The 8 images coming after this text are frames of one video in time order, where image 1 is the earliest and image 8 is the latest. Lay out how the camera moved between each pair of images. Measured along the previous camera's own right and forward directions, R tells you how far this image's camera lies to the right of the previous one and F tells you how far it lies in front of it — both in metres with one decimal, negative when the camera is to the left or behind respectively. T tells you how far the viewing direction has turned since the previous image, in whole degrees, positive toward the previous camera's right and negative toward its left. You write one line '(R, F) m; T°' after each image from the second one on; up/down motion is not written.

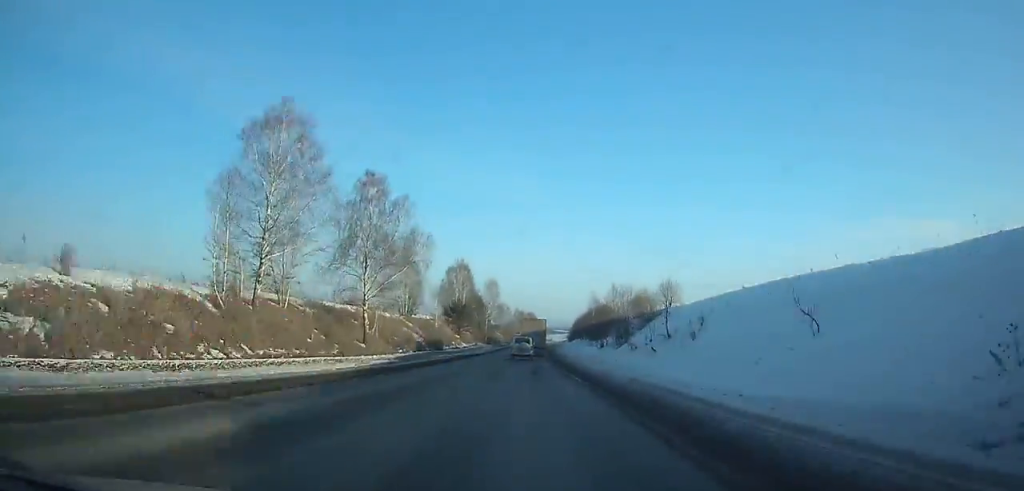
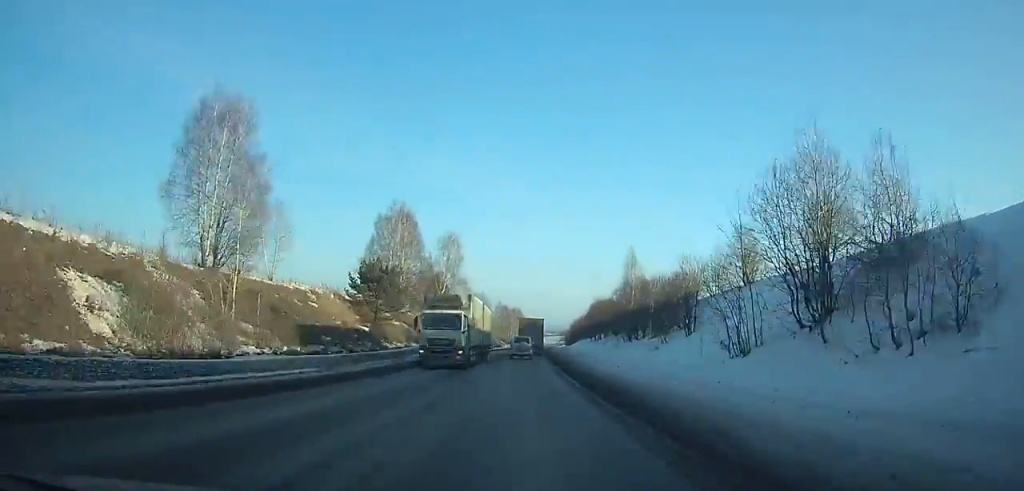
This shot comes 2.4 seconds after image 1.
(+0.7, +60.2) m; +1°
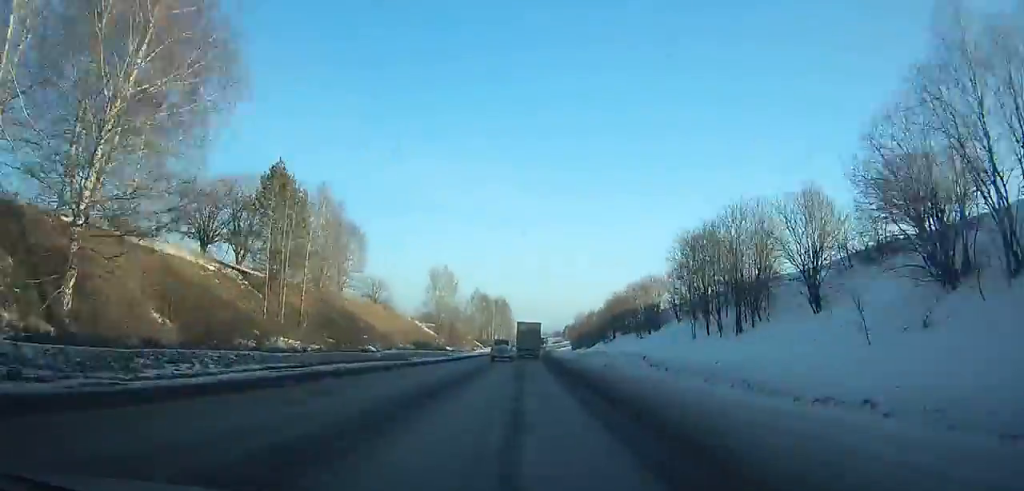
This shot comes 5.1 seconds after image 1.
(+0.7, +67.8) m; +1°
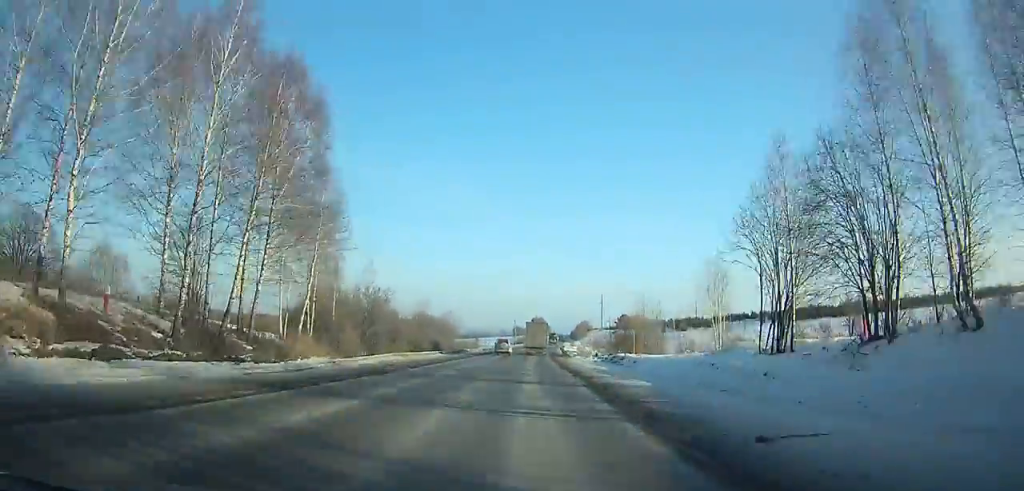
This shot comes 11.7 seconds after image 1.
(+5.0, +165.5) m; +4°
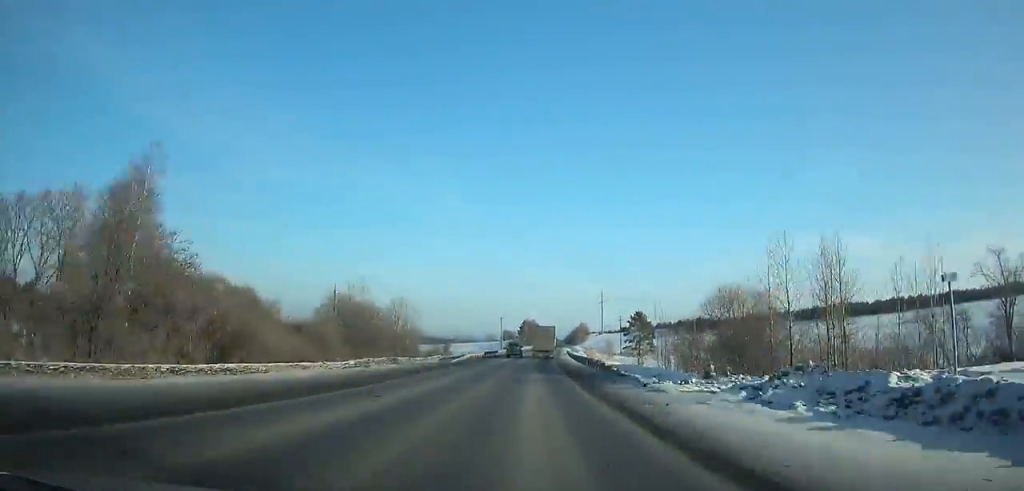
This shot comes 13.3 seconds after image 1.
(+0.6, +39.9) m; +1°
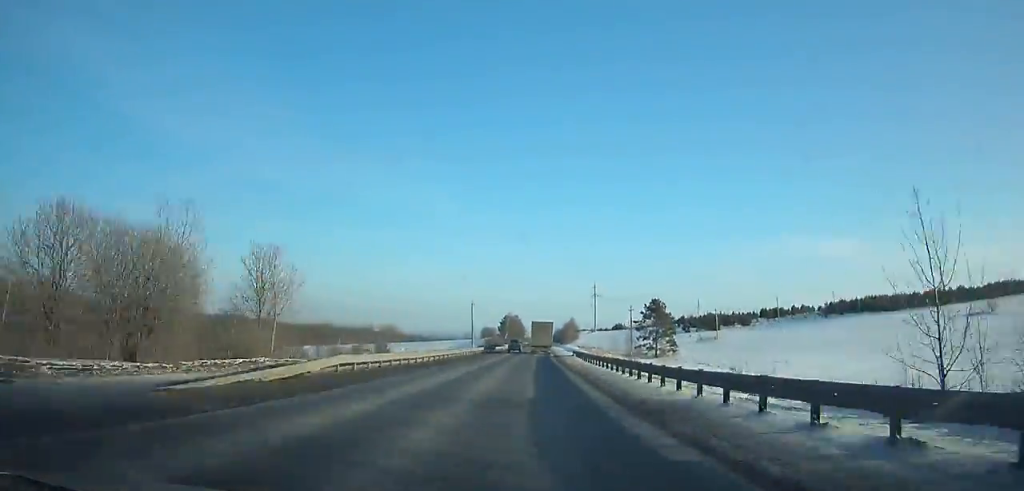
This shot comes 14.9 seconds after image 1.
(+0.3, +40.0) m; +1°
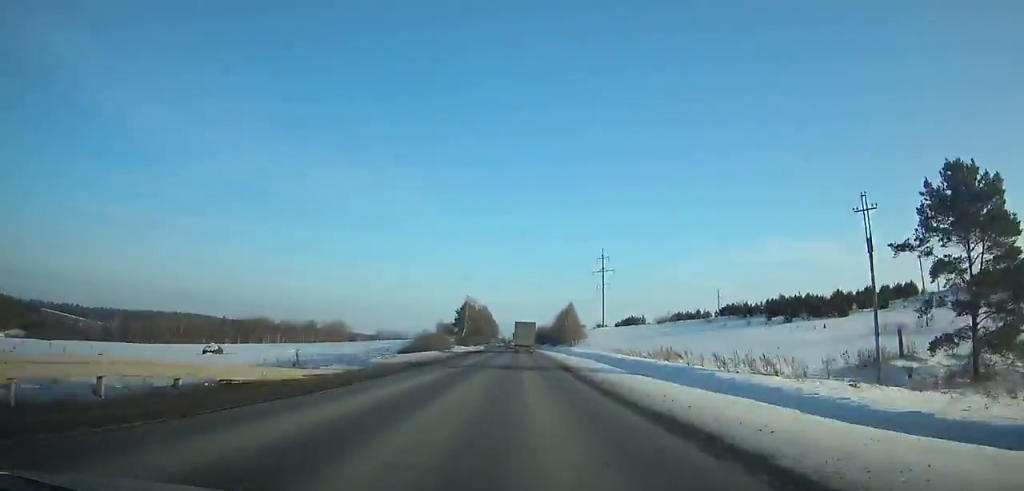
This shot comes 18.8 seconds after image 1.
(+1.7, +96.9) m; +1°
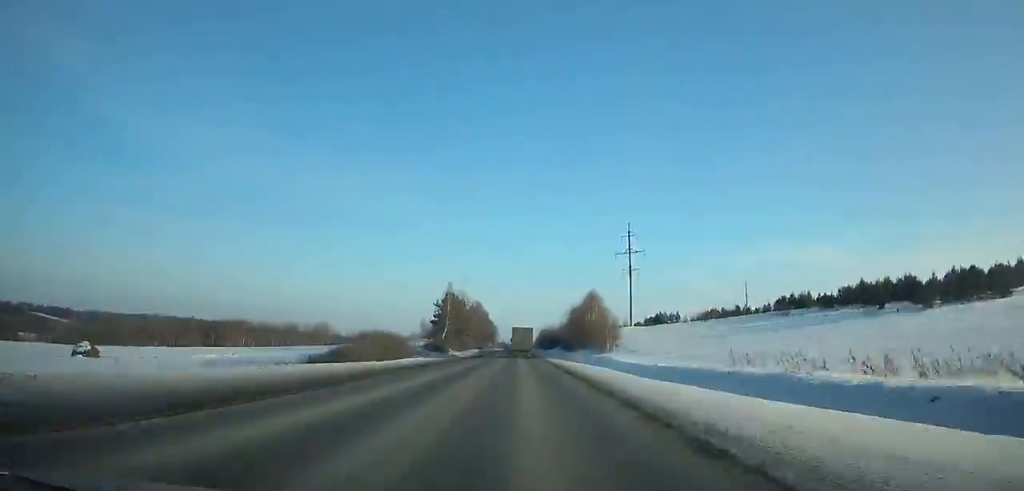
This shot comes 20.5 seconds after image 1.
(-0.2, +42.1) m; 0°
